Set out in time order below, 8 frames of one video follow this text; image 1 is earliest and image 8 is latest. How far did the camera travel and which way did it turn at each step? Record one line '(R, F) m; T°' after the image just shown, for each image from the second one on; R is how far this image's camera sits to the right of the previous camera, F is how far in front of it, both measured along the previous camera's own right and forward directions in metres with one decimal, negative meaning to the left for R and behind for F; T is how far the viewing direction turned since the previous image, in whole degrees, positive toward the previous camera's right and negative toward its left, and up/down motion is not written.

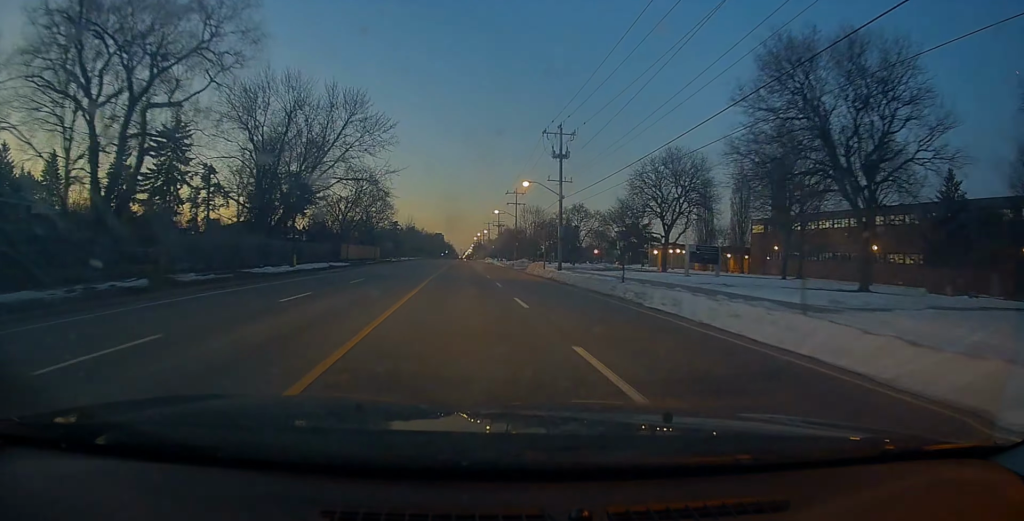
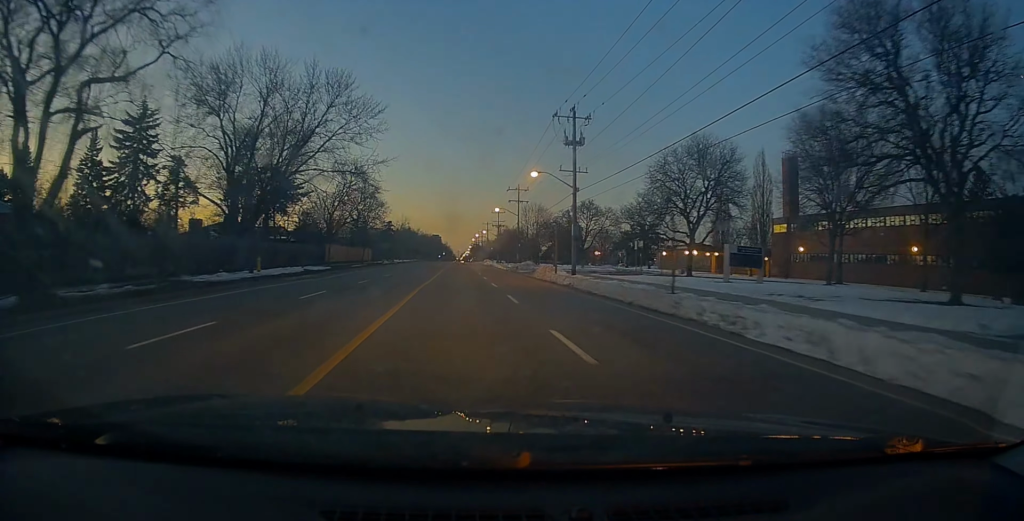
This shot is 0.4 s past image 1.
(+0.3, +7.0) m; 0°
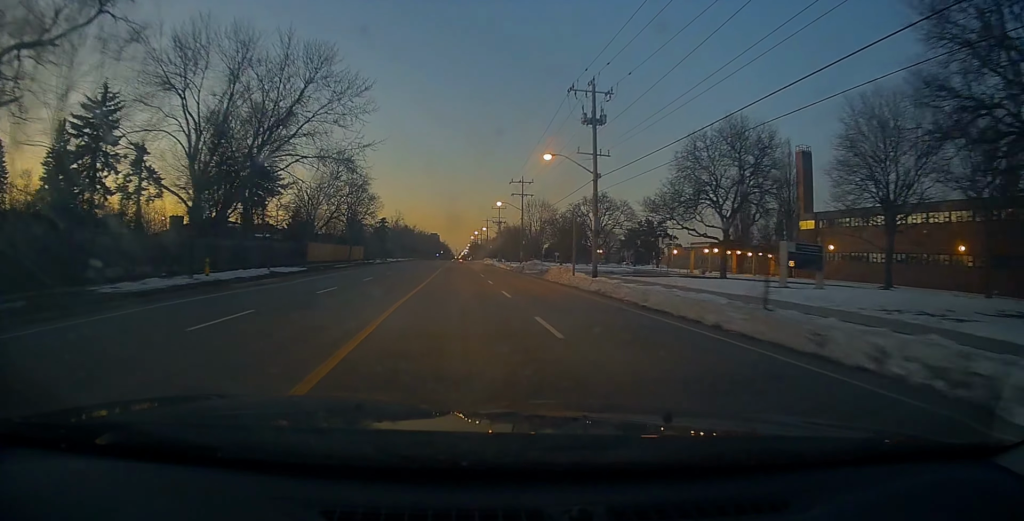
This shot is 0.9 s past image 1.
(+0.4, +7.0) m; 0°
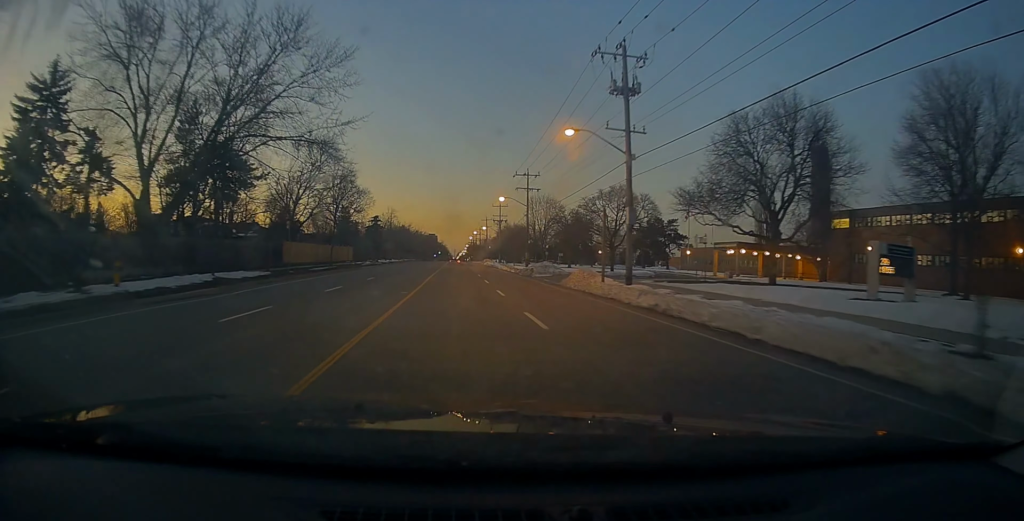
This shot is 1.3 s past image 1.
(-0.2, +7.5) m; 0°
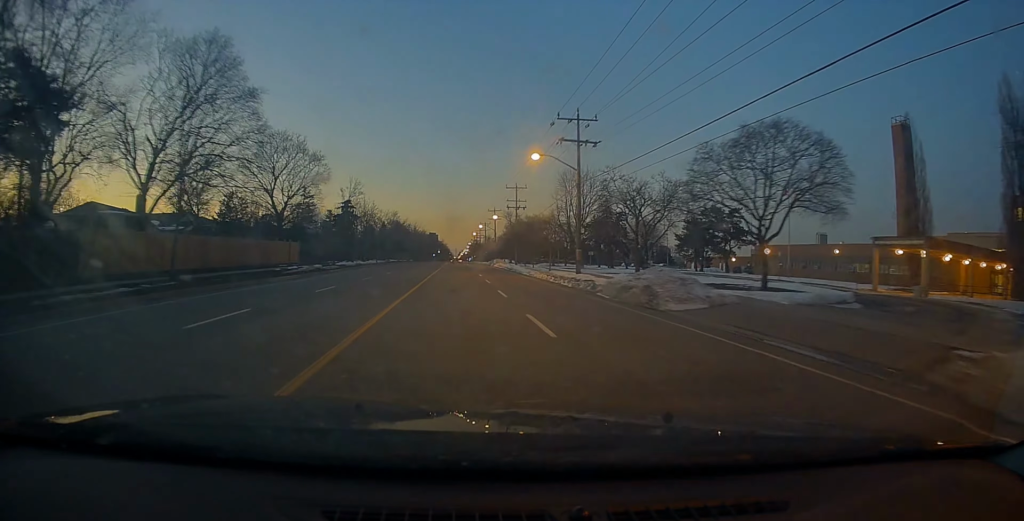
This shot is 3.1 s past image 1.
(0.0, +28.3) m; 0°
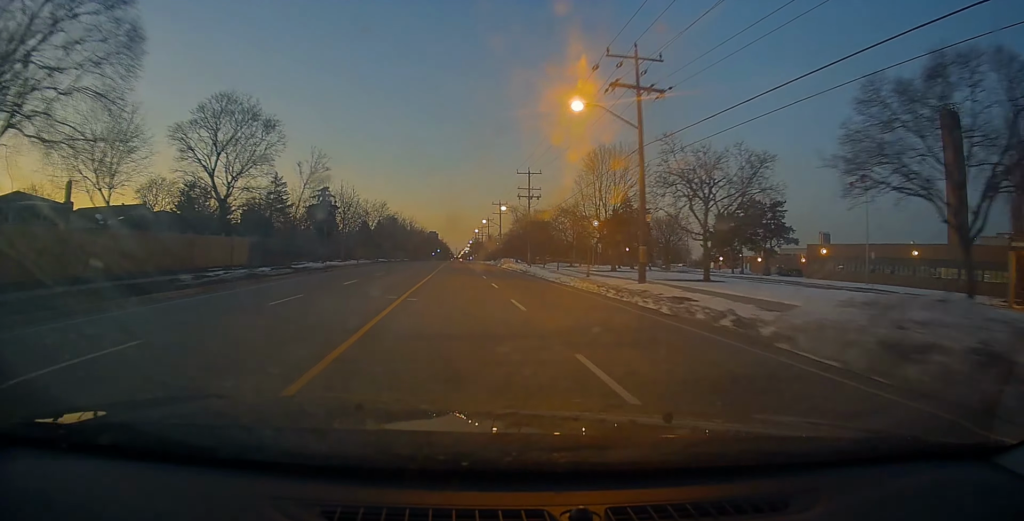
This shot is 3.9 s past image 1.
(-0.5, +13.7) m; +1°
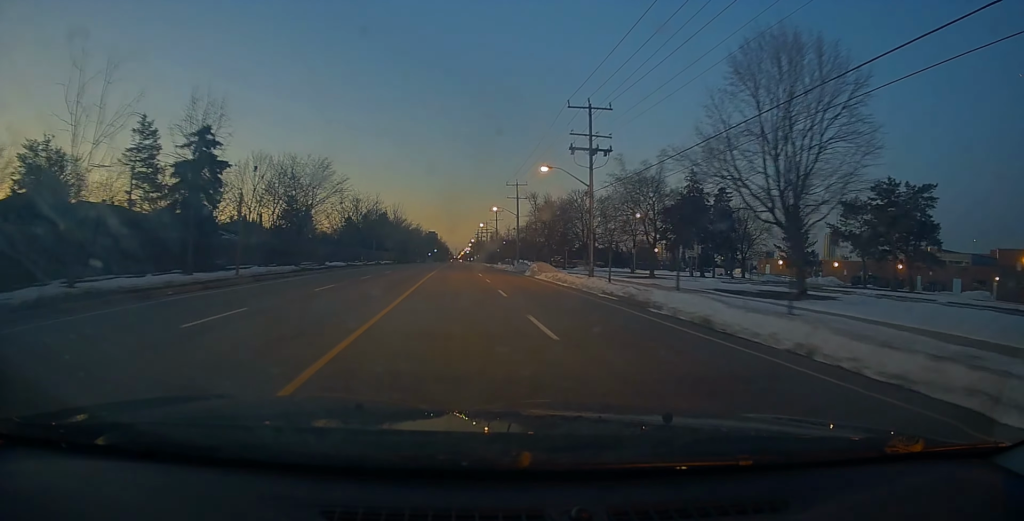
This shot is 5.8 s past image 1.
(-0.2, +31.4) m; 0°
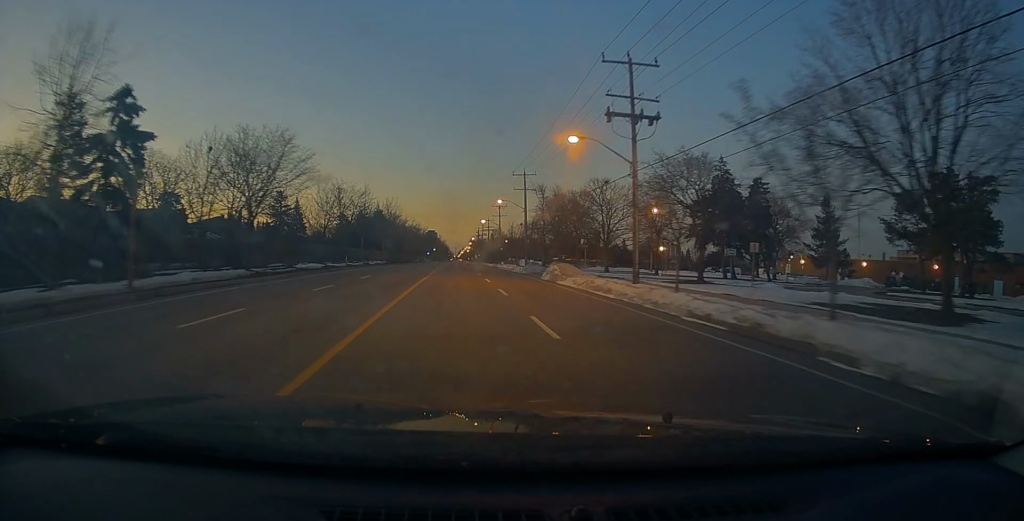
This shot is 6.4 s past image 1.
(+0.3, +9.2) m; +1°
